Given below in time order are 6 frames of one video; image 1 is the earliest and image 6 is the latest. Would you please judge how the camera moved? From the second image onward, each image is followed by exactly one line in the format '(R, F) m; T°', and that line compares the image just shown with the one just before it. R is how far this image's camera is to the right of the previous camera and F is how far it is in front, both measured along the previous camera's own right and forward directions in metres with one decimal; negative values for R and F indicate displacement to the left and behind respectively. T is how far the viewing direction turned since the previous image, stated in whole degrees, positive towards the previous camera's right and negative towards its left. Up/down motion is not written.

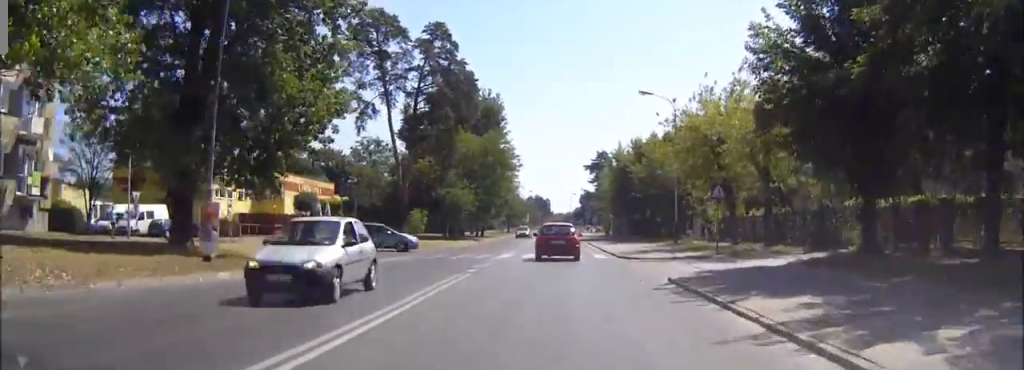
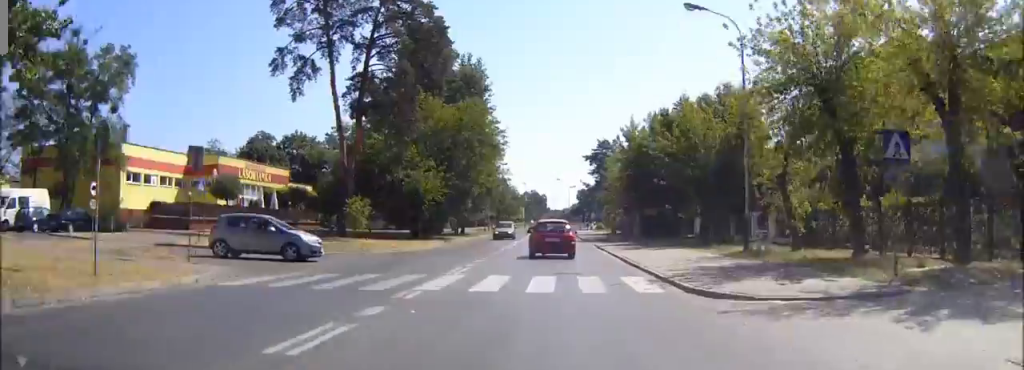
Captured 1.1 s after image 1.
(0.0, +16.1) m; 0°
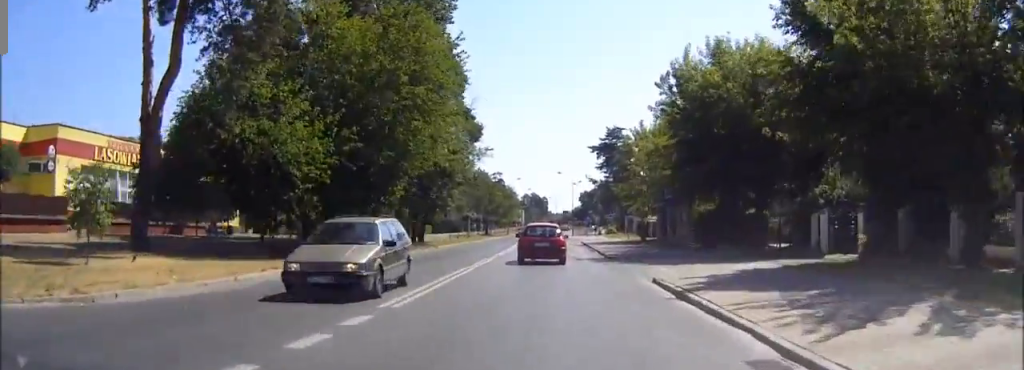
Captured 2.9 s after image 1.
(+0.1, +24.8) m; +1°
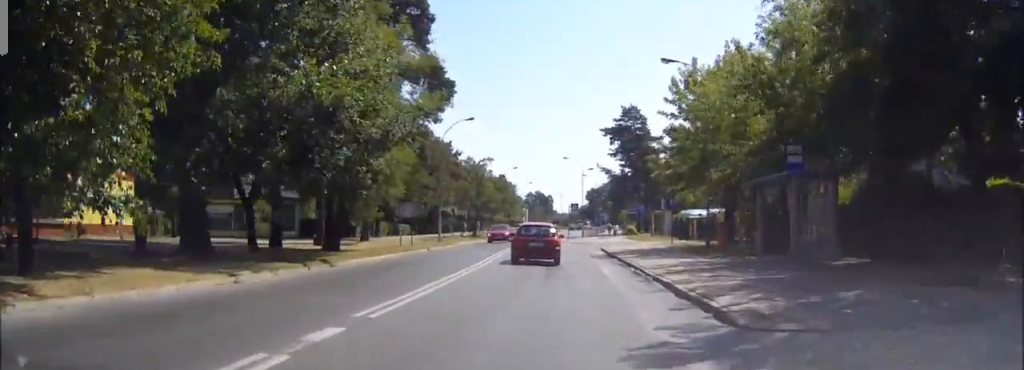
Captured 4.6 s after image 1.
(+0.1, +22.3) m; 0°
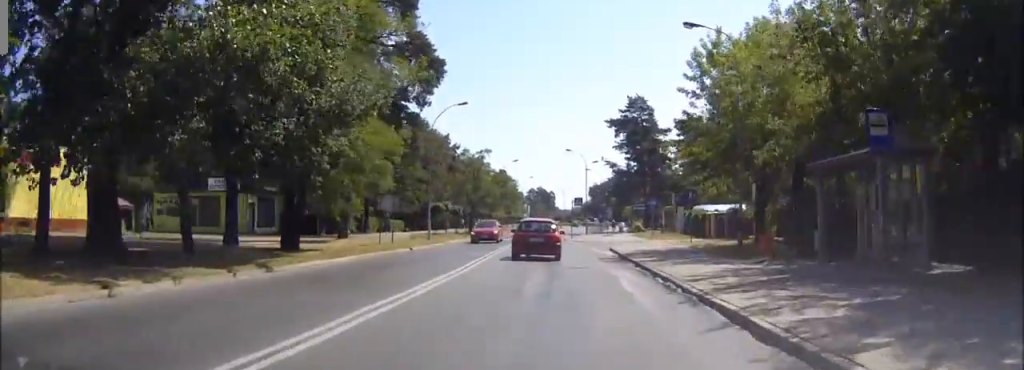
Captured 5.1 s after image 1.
(0.0, +5.5) m; 0°
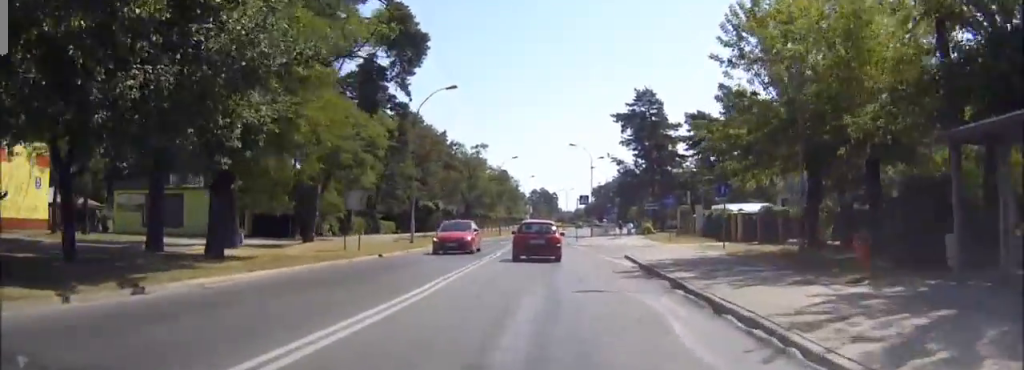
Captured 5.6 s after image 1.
(0.0, +6.7) m; 0°
